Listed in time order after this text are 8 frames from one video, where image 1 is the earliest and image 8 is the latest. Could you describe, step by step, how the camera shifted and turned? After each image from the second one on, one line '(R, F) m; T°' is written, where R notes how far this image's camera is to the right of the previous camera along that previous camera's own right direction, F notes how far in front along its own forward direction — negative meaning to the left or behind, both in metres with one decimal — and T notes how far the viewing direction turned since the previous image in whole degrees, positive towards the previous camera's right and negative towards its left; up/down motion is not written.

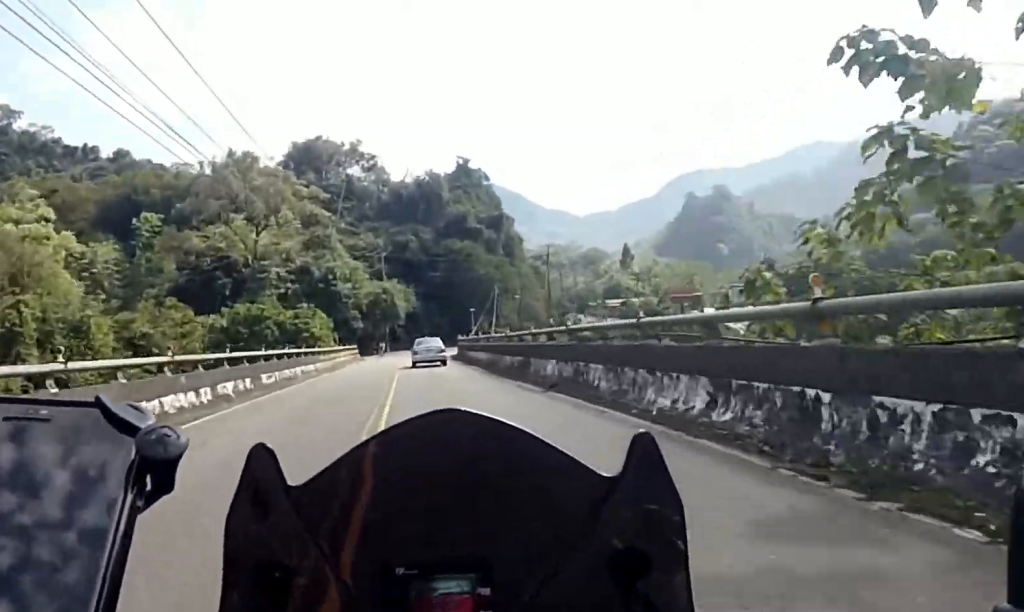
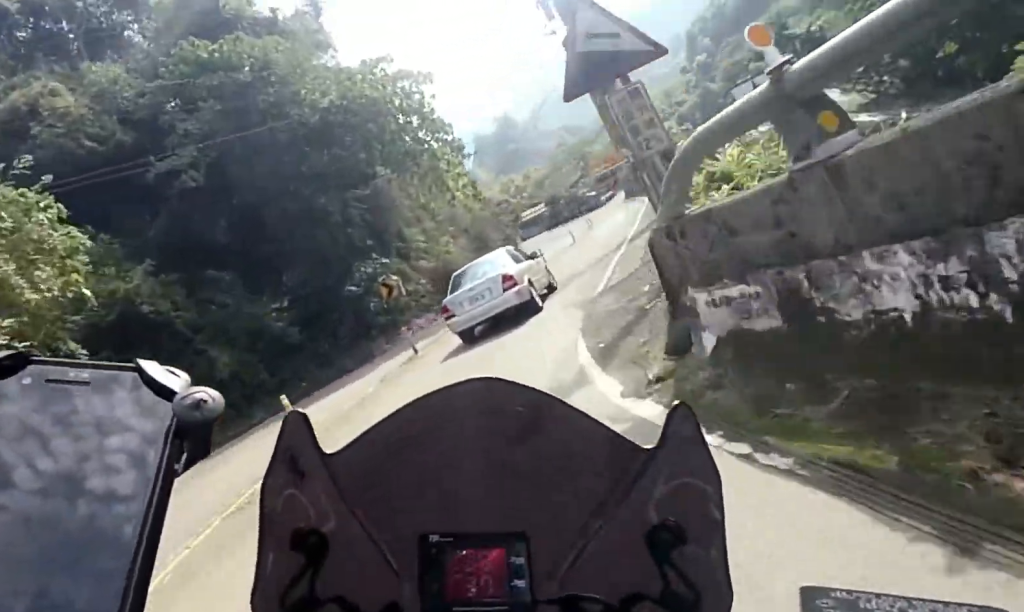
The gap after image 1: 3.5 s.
(+5.9, +51.5) m; +24°
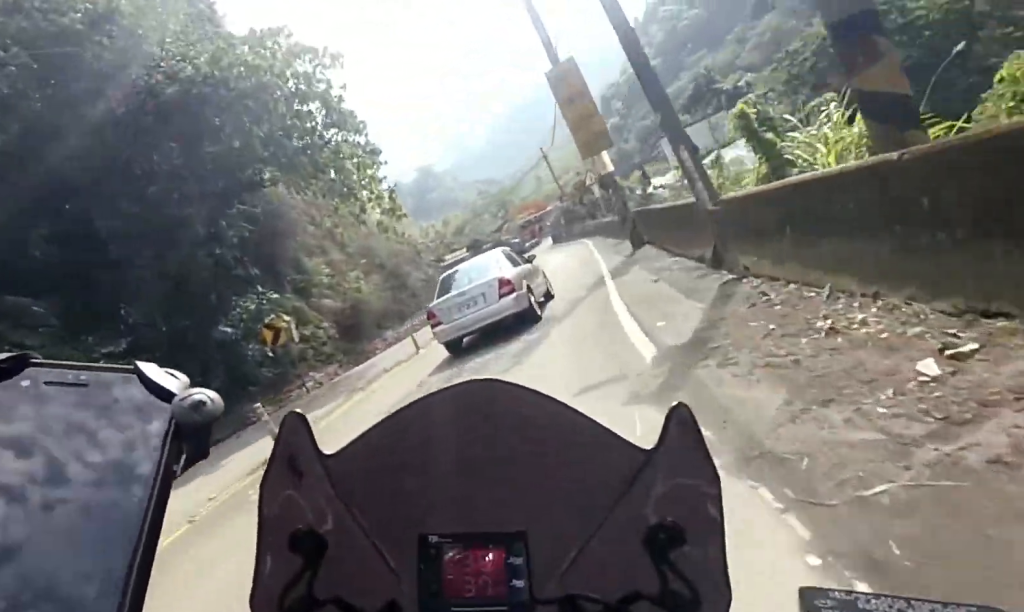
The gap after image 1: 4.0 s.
(+0.3, +5.9) m; +3°
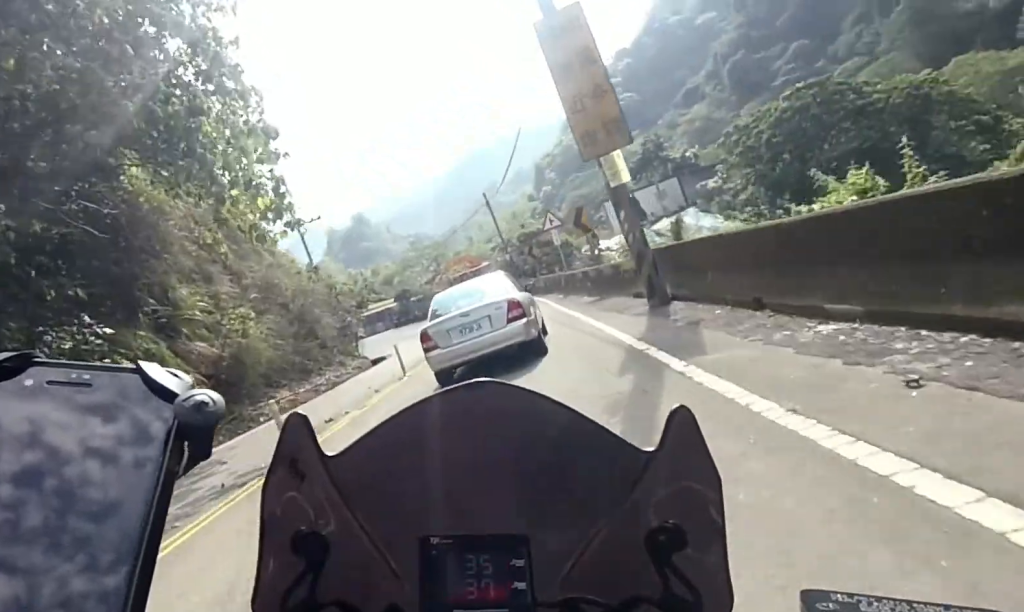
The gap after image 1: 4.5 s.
(+0.1, +6.0) m; +1°
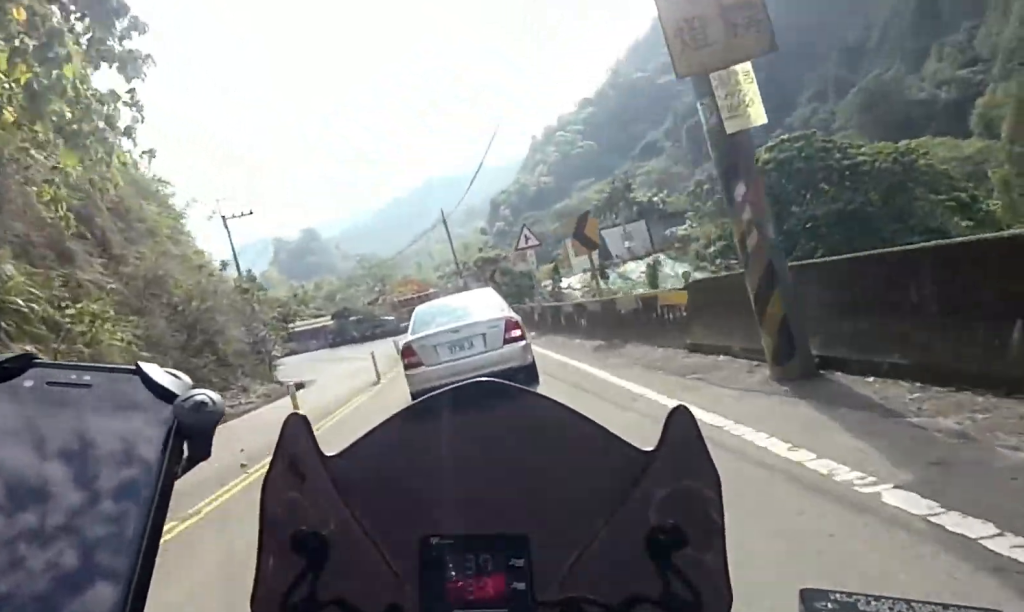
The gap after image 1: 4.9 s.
(0.0, +5.0) m; 0°
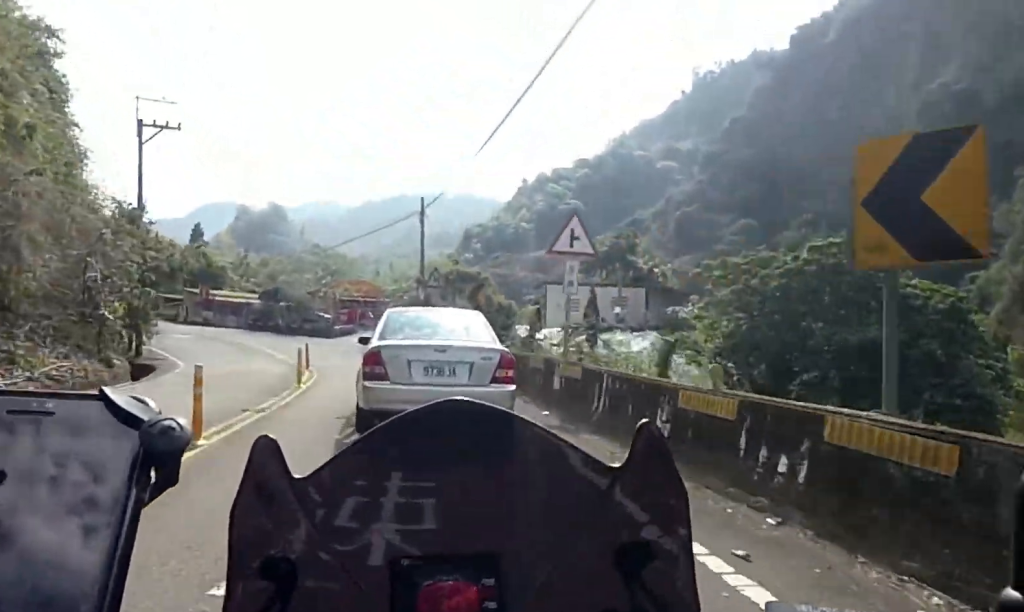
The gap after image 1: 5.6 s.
(0.0, +8.1) m; 0°
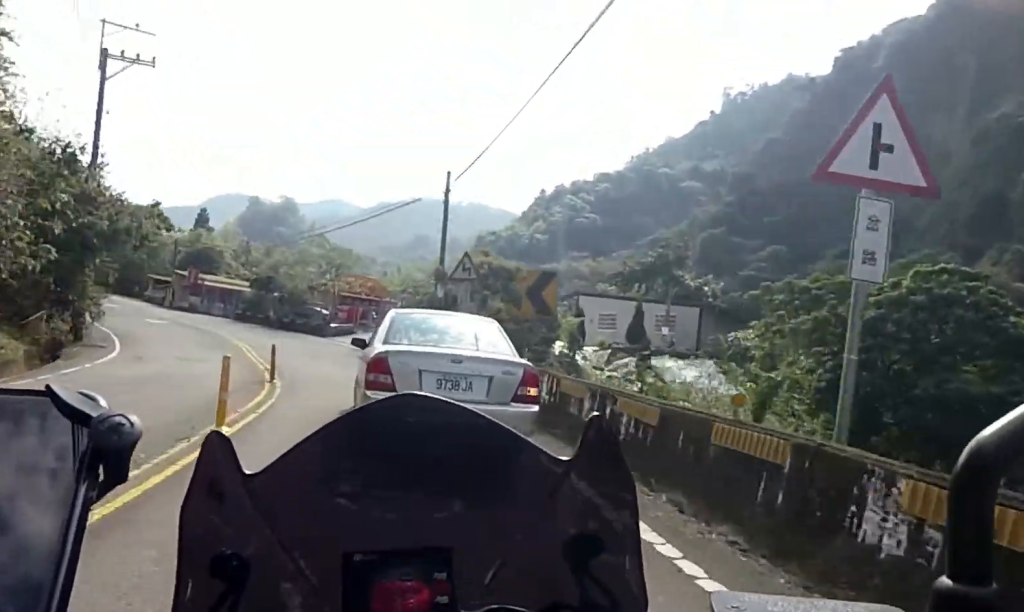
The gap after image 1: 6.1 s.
(0.0, +6.3) m; -3°
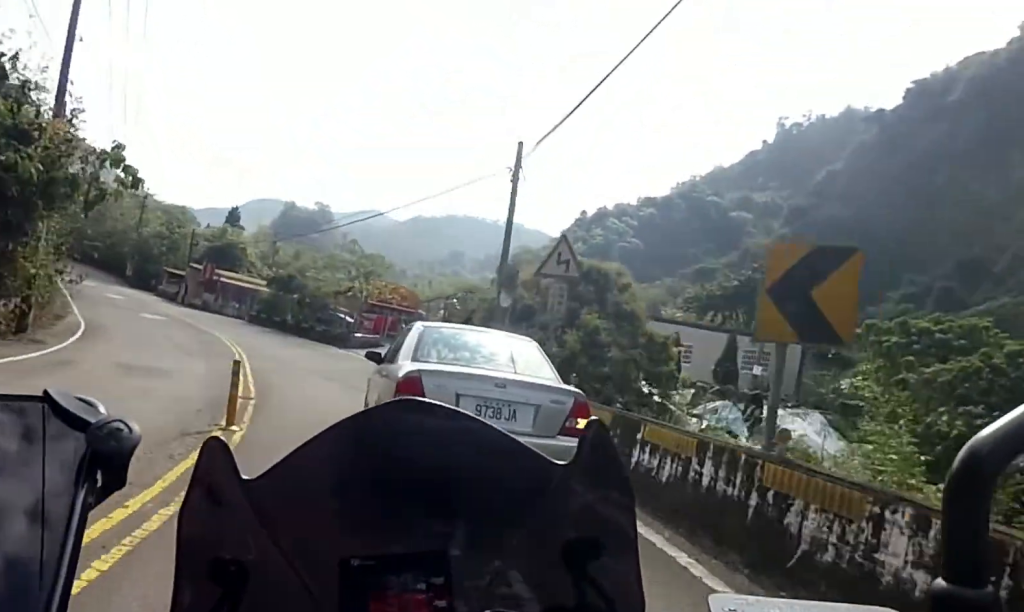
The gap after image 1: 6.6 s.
(+0.3, +6.2) m; -4°
